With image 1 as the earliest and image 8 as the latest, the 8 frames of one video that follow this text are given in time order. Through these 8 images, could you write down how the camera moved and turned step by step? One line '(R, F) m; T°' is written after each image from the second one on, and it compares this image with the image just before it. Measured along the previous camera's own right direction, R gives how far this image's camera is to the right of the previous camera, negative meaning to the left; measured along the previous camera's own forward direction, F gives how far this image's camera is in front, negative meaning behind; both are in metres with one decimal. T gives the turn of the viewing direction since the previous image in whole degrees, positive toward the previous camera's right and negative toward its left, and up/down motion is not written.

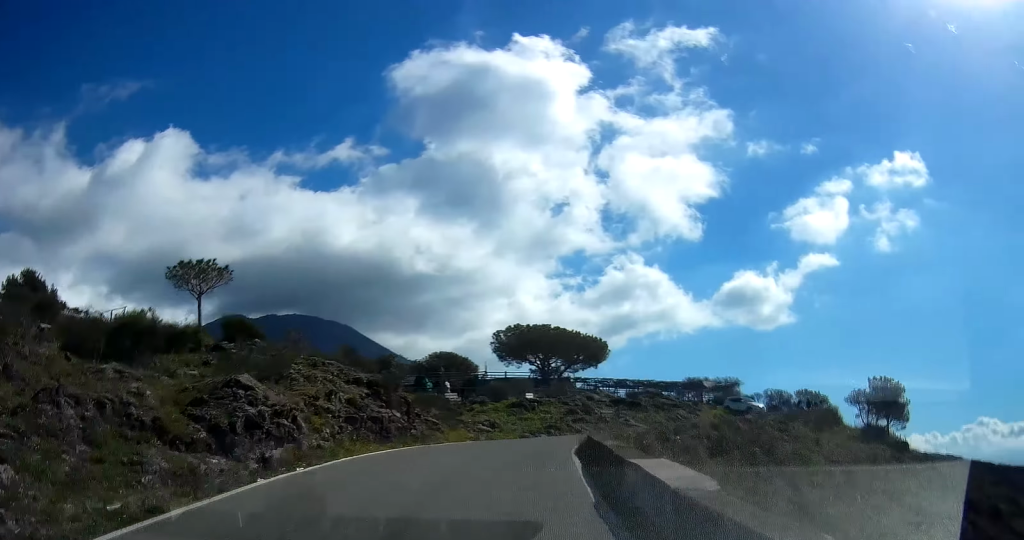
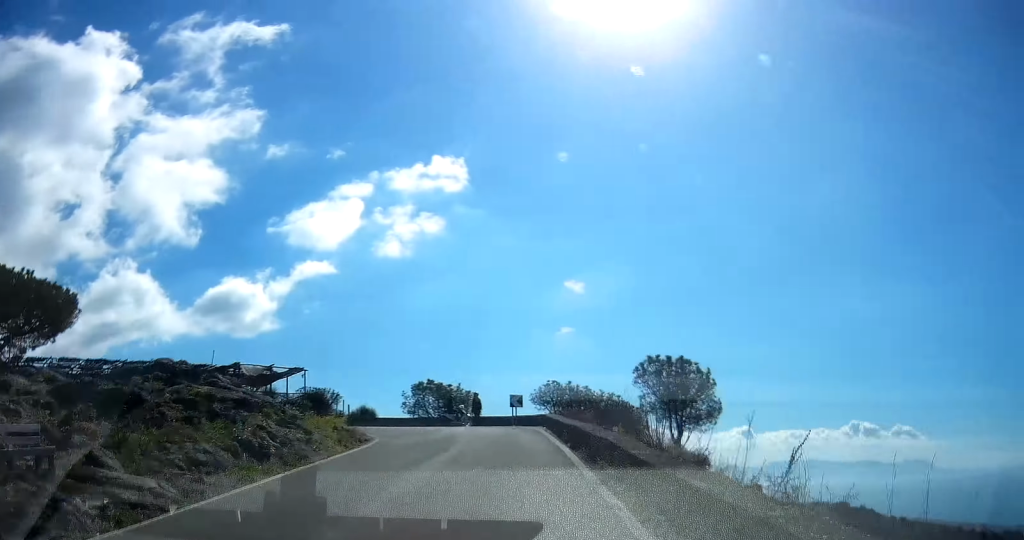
(+2.1, +30.1) m; +1°
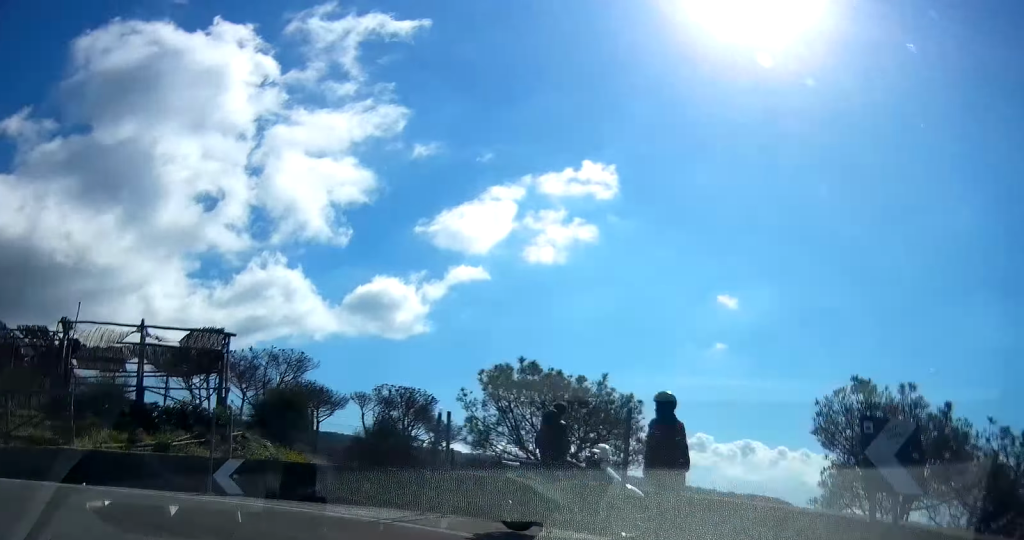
(-1.7, +22.5) m; -41°
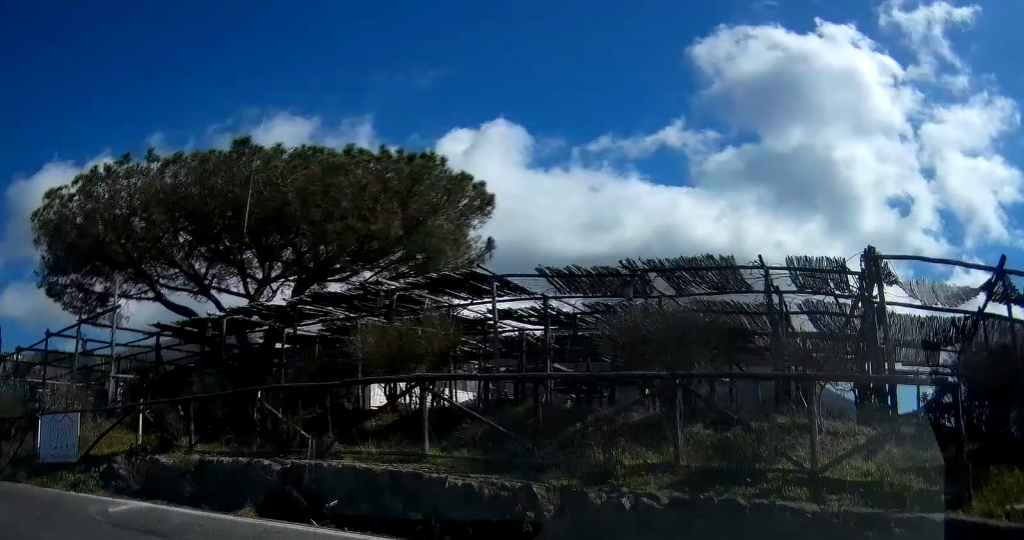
(+3.7, +9.1) m; -29°
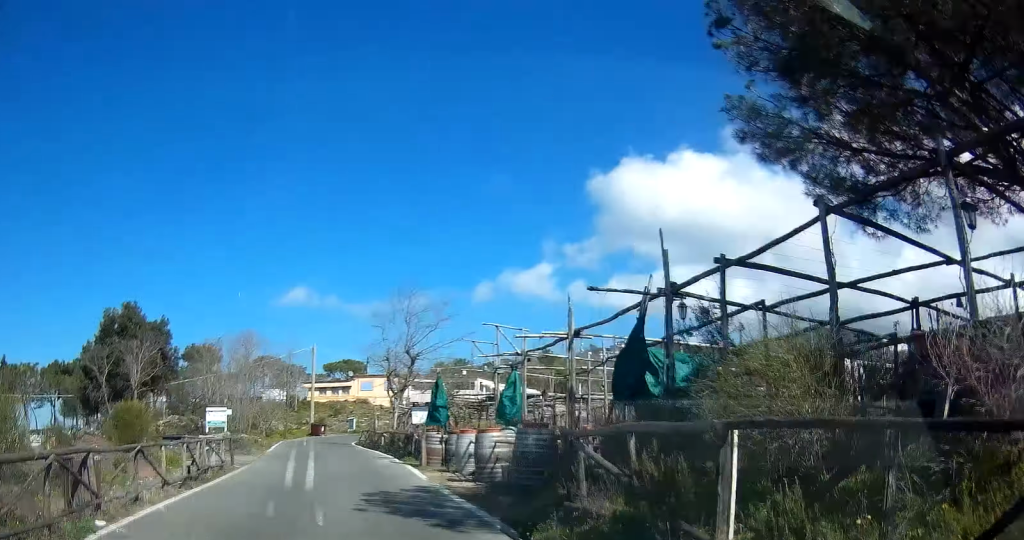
(-9.5, +13.0) m; -17°
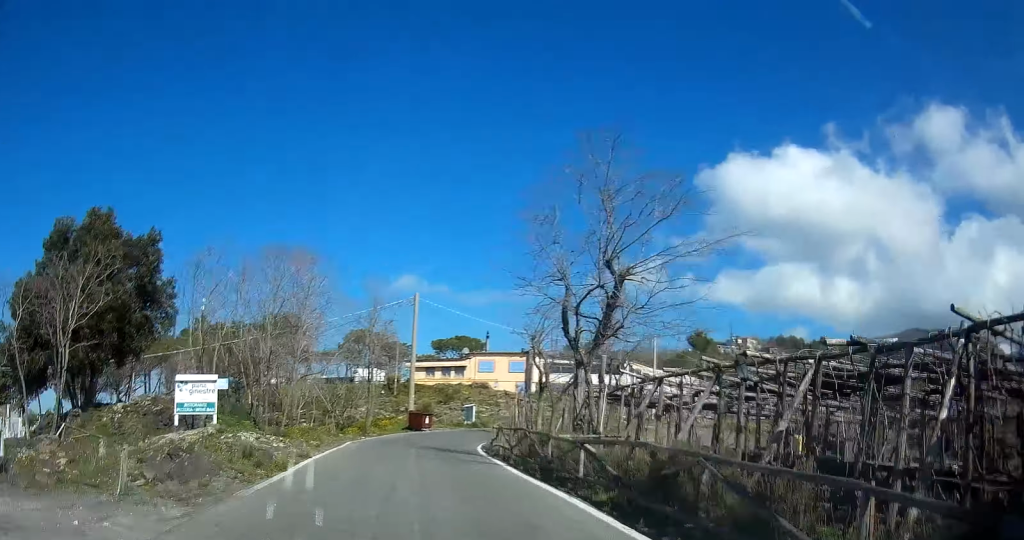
(-7.3, +22.8) m; -13°
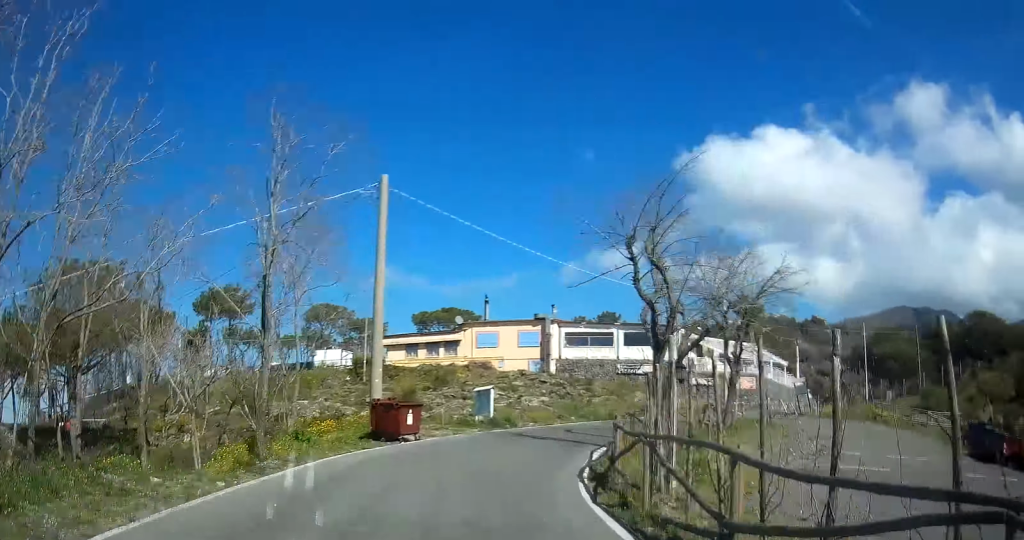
(-1.2, +21.9) m; +12°
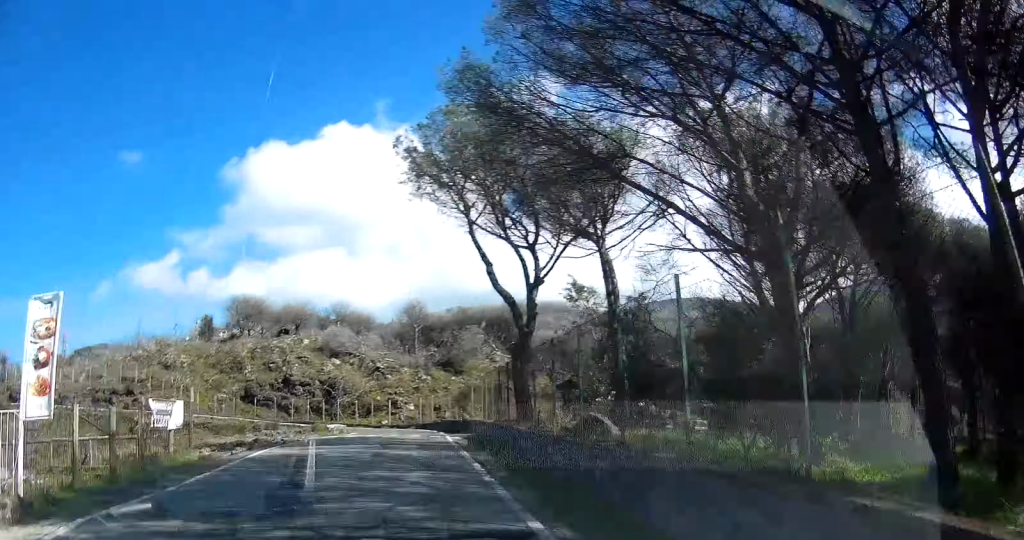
(+27.4, +84.8) m; +18°
